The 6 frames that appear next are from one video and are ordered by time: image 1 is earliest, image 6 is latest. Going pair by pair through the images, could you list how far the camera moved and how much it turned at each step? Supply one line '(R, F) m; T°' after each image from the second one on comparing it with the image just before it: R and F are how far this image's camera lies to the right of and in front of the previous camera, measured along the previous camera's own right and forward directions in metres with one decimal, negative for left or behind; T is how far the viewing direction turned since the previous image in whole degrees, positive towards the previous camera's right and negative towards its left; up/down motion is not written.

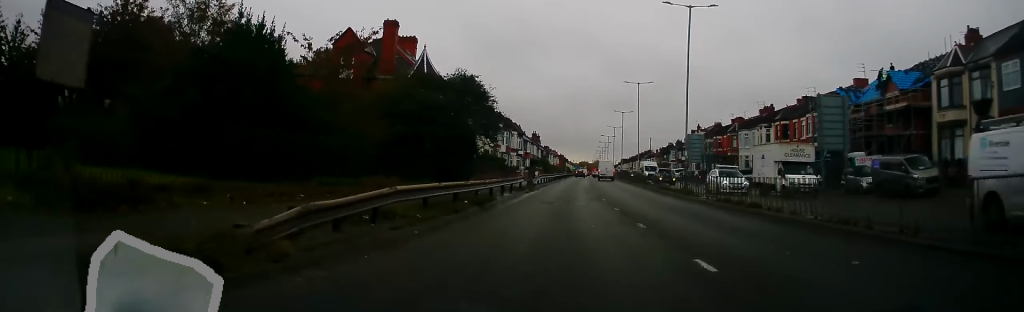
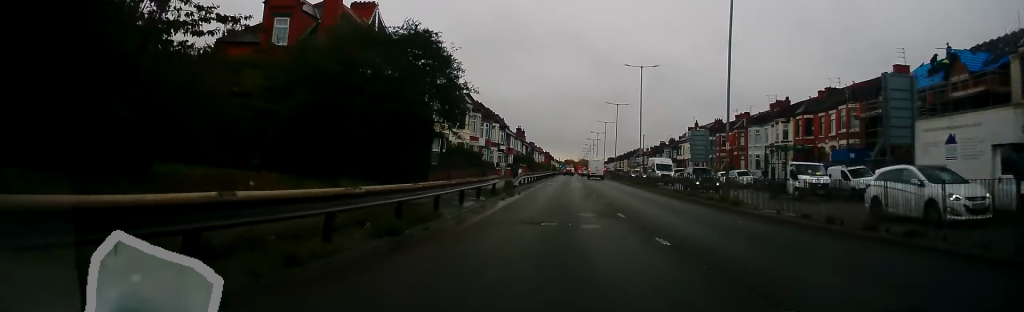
(0.0, +9.4) m; +1°
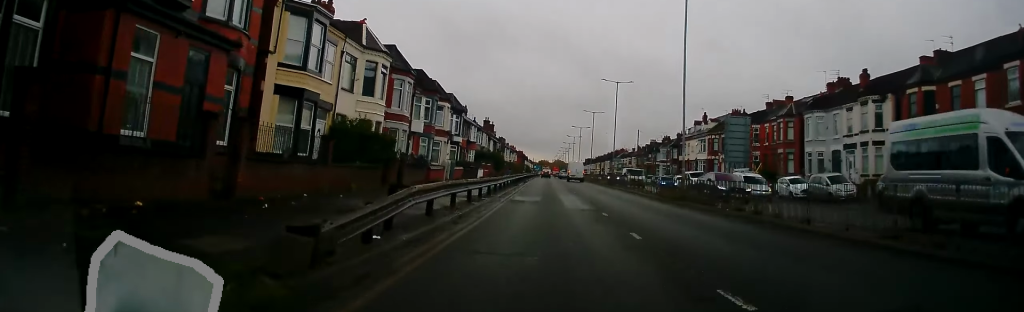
(+0.8, +23.0) m; +3°
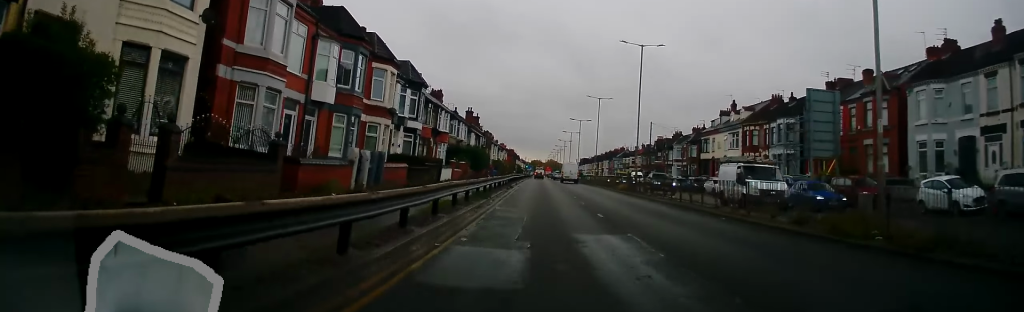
(-0.5, +17.7) m; -1°
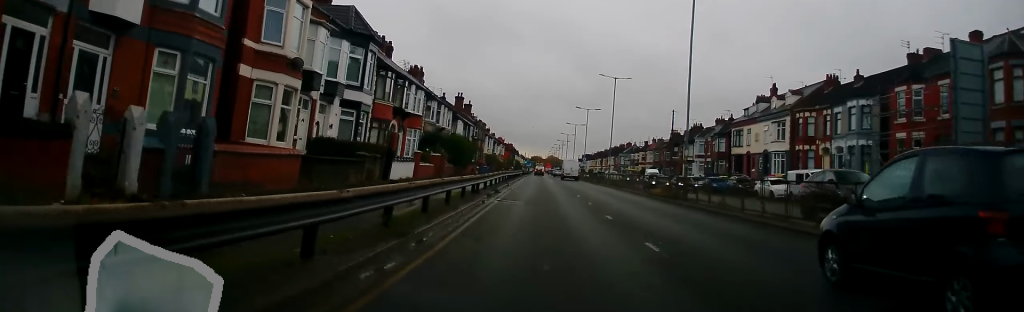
(+0.4, +13.8) m; +3°
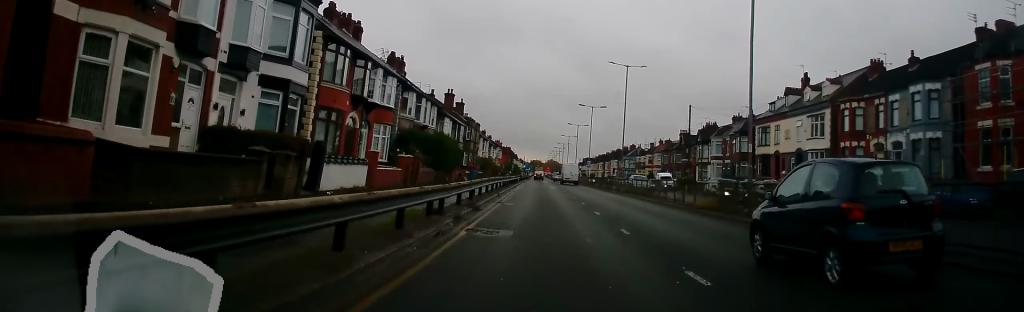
(+0.1, +8.5) m; +1°
